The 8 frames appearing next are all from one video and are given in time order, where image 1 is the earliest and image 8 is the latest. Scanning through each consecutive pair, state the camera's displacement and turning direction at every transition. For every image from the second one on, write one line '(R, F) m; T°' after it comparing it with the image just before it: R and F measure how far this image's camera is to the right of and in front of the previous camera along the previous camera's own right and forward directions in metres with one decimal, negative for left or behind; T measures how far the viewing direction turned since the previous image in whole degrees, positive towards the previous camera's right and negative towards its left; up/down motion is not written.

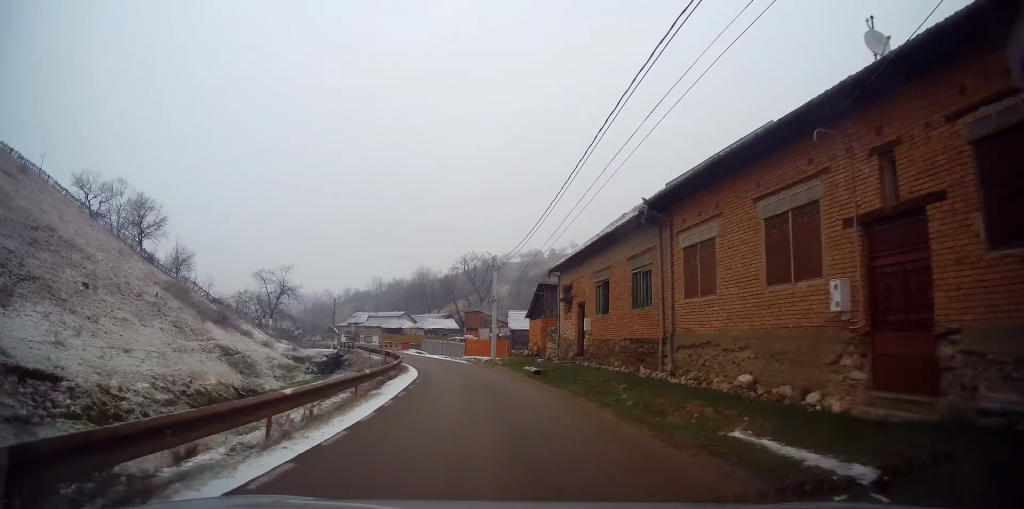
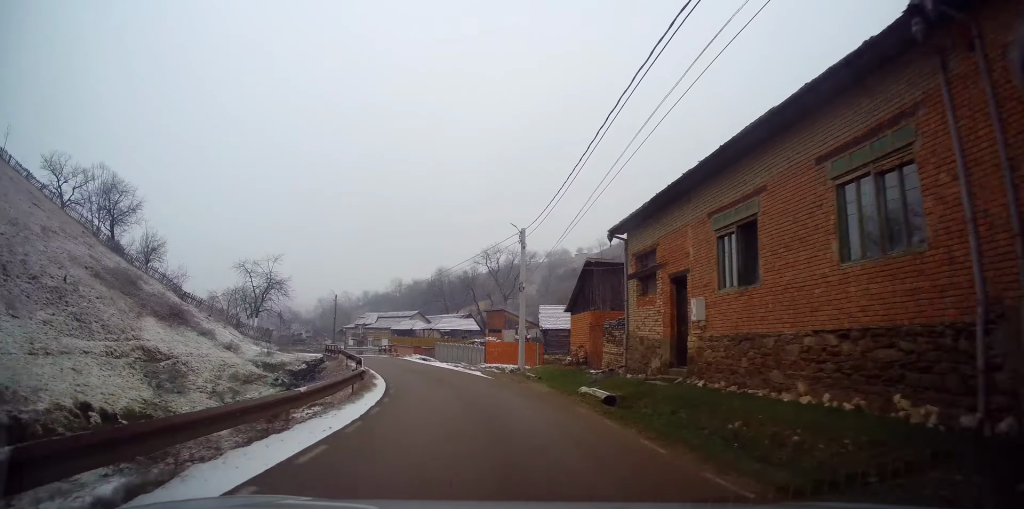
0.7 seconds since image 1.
(-0.3, +11.1) m; -4°
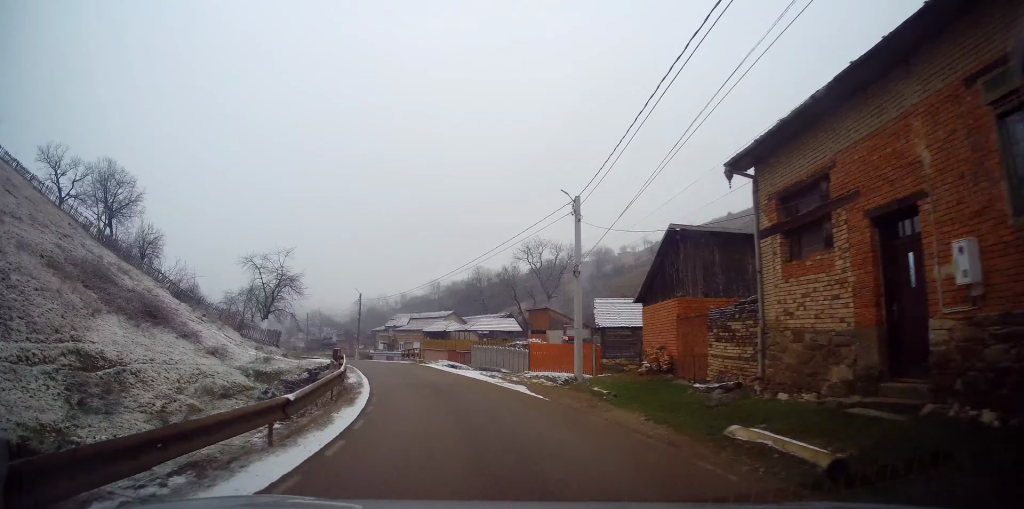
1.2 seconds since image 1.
(-0.1, +7.5) m; -4°
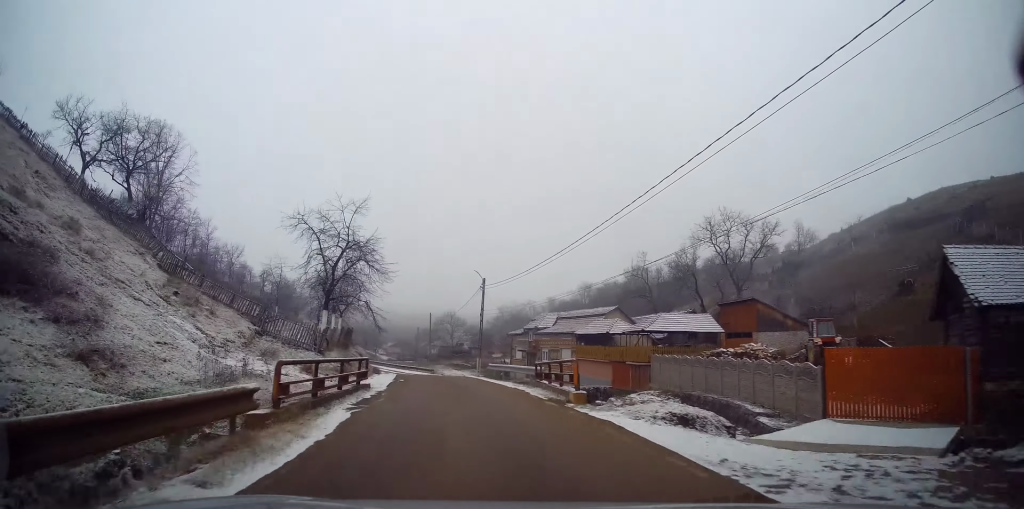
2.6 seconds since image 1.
(-2.8, +19.8) m; -14°
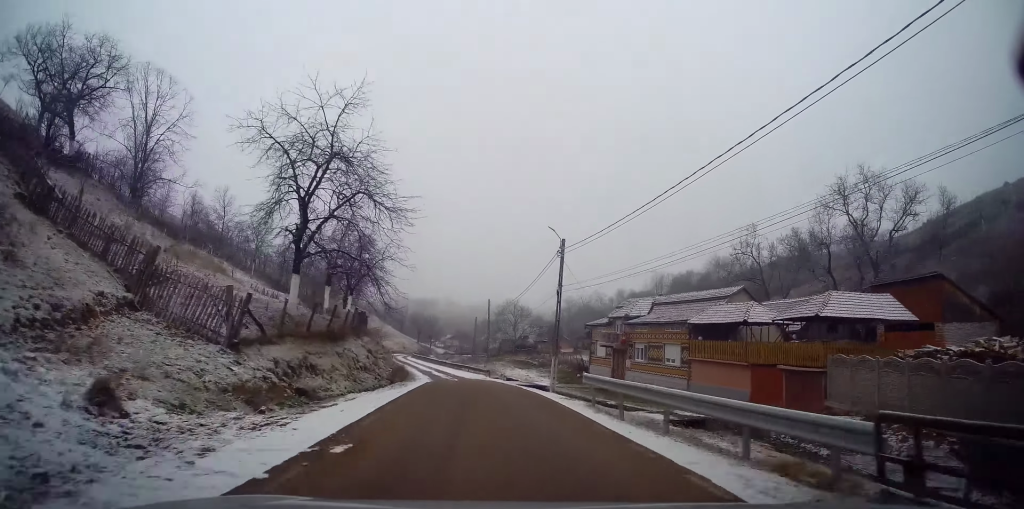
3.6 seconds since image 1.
(-0.9, +14.3) m; -5°
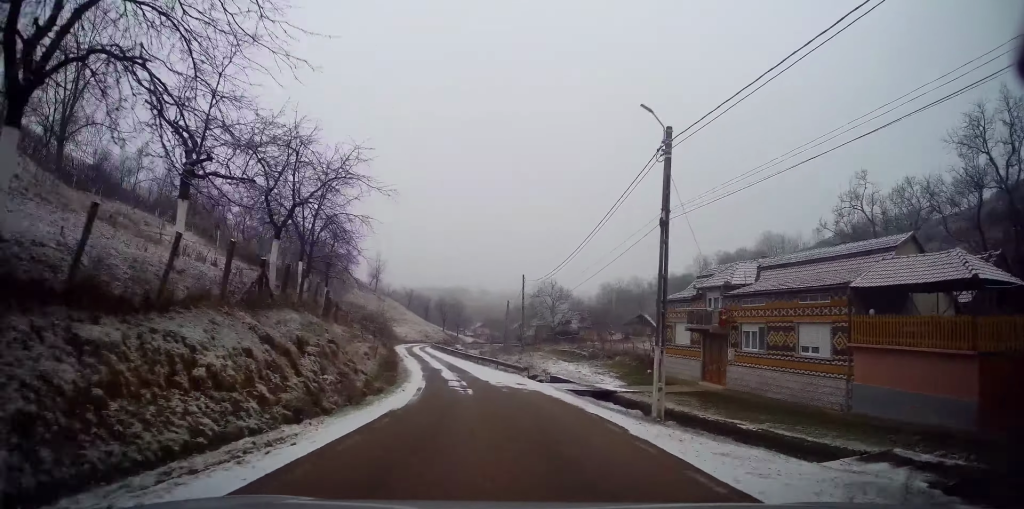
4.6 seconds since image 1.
(-0.4, +13.8) m; -5°
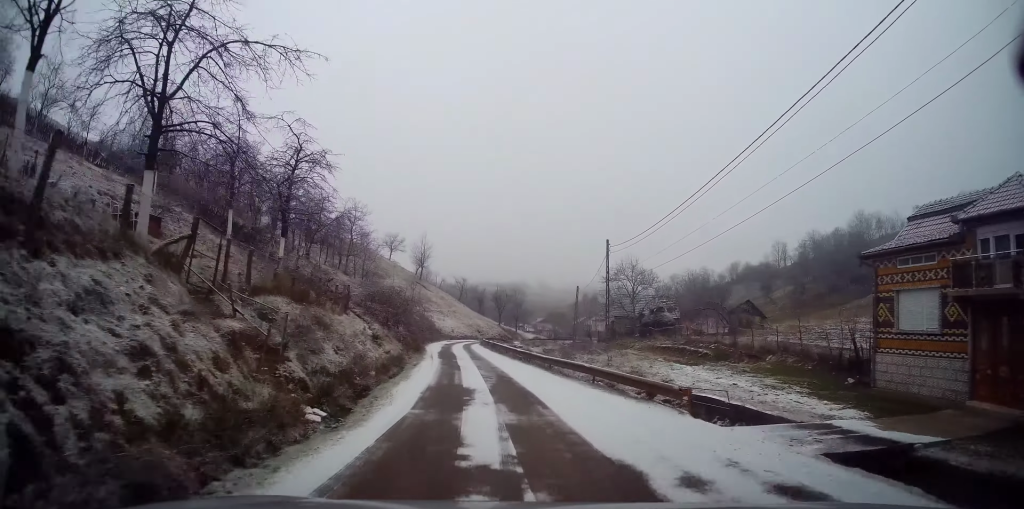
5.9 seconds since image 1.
(-1.1, +17.2) m; -8°
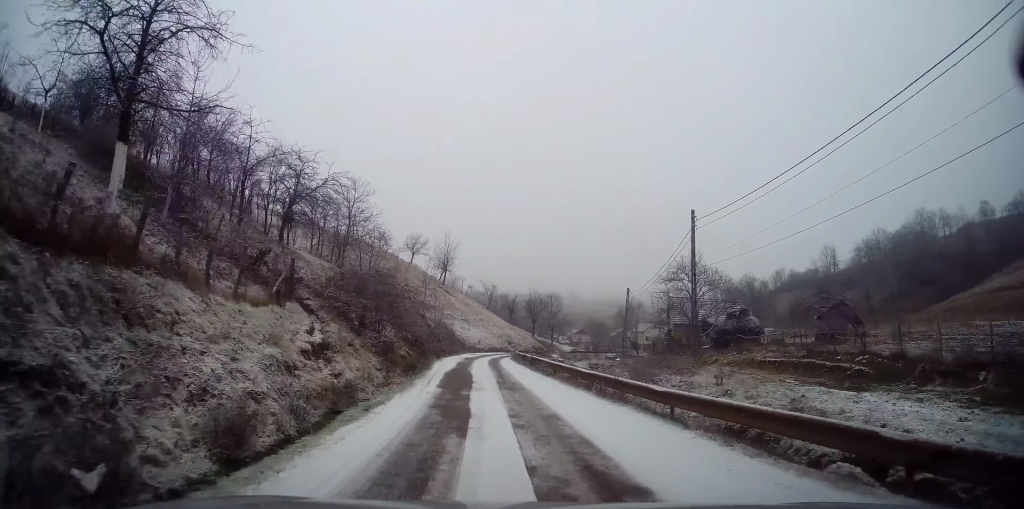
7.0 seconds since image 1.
(-0.6, +12.4) m; -3°
